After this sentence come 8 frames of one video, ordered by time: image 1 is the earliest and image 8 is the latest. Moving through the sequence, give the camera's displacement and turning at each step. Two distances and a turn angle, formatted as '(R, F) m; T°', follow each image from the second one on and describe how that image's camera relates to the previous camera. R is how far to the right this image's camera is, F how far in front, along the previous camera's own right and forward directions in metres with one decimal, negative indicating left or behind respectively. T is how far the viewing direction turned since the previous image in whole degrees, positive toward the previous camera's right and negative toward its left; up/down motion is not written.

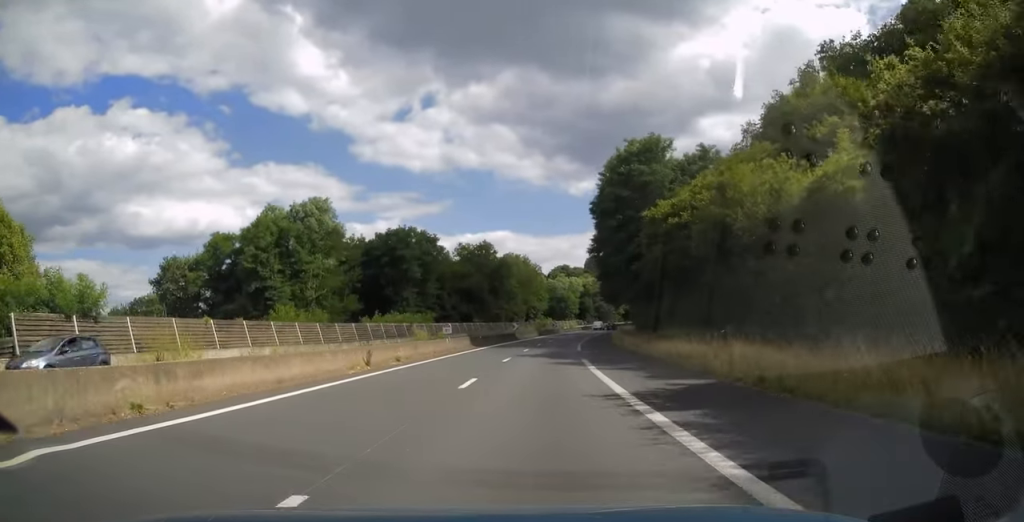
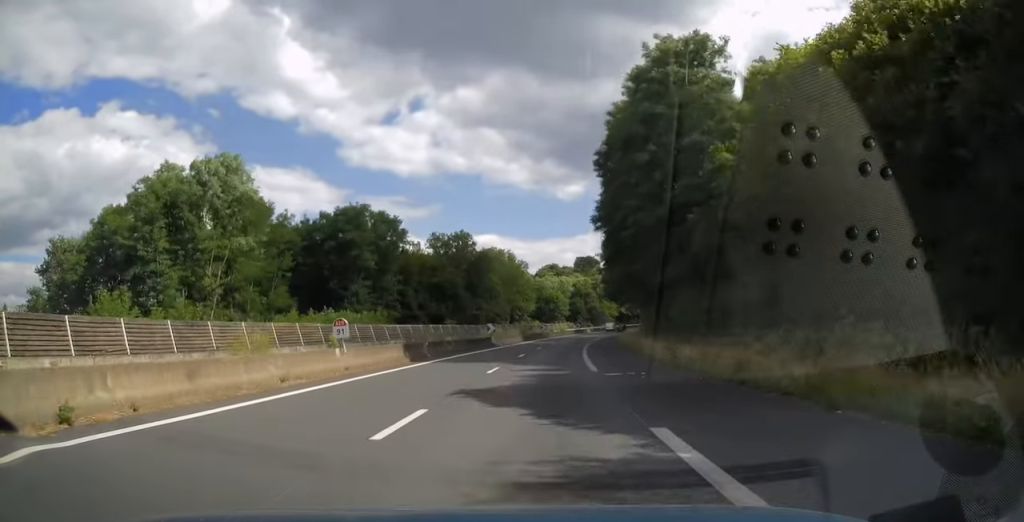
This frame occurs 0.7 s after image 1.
(+0.1, +20.0) m; +1°
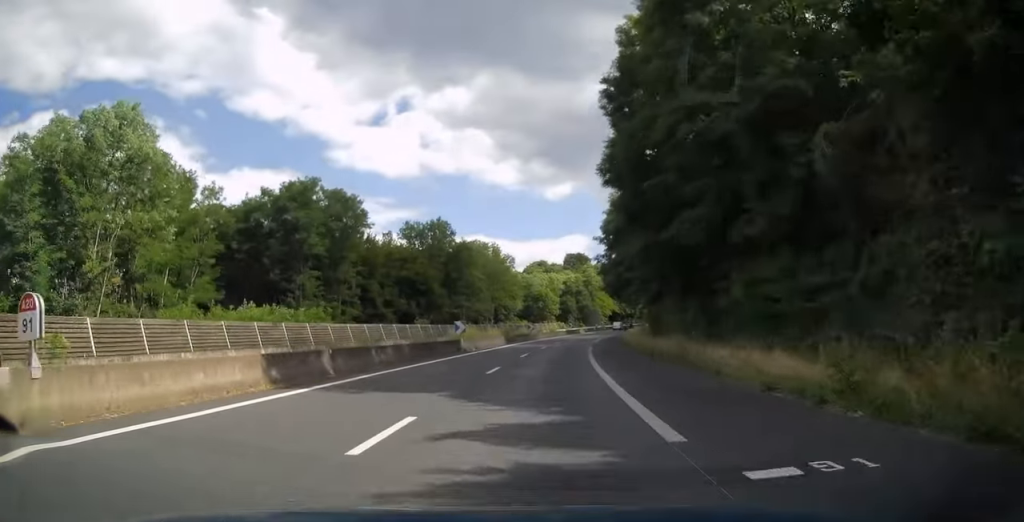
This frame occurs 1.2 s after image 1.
(+0.2, +14.1) m; +1°
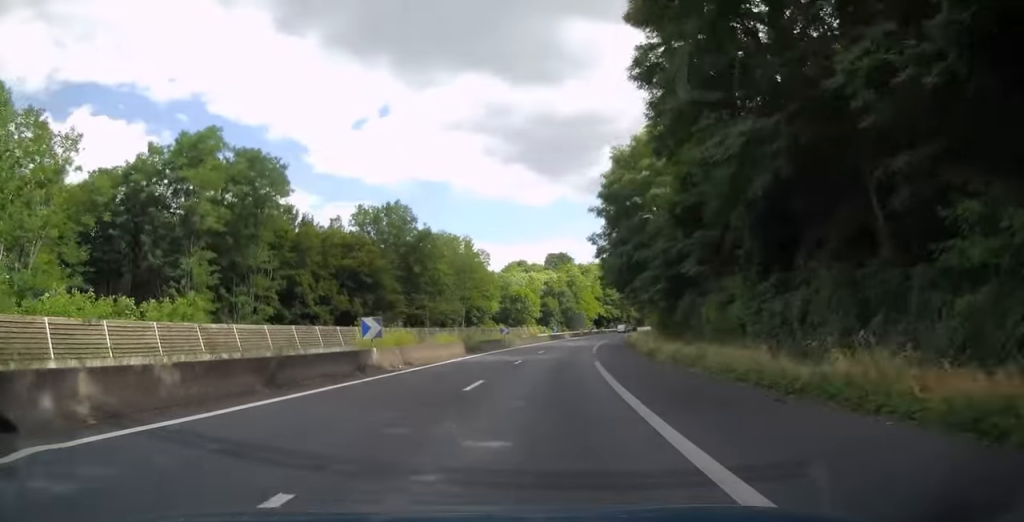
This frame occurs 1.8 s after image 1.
(+0.1, +18.0) m; +2°
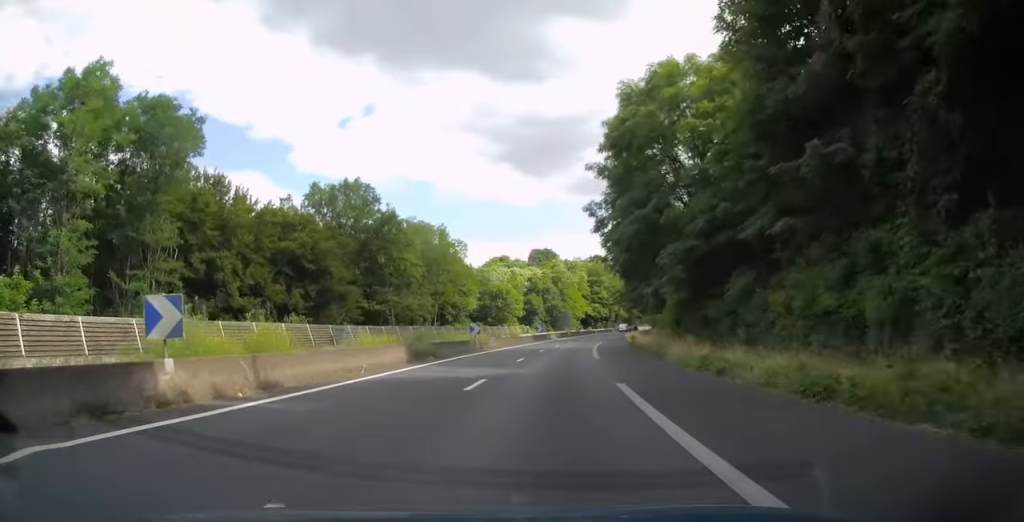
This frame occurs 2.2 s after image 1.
(+0.3, +13.2) m; +2°
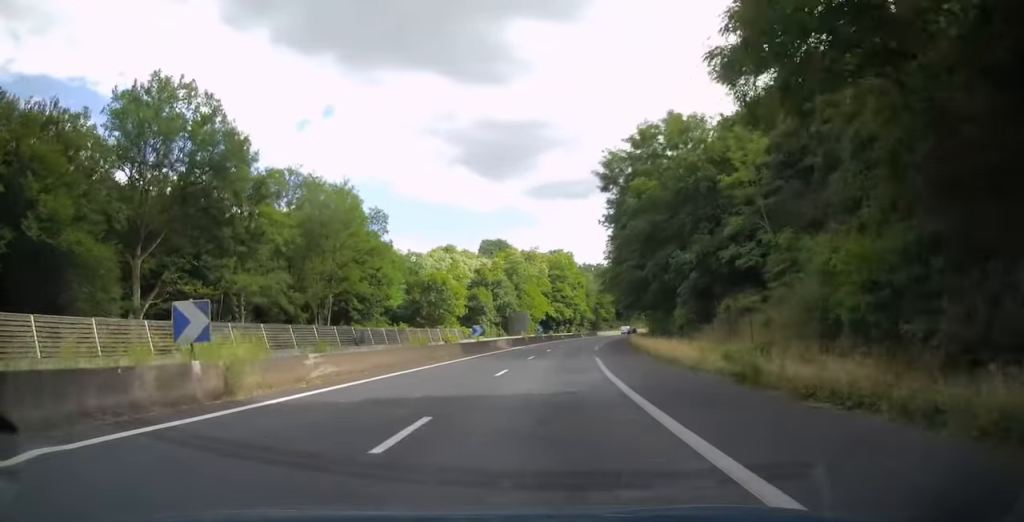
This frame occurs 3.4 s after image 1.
(+1.1, +33.6) m; +4°
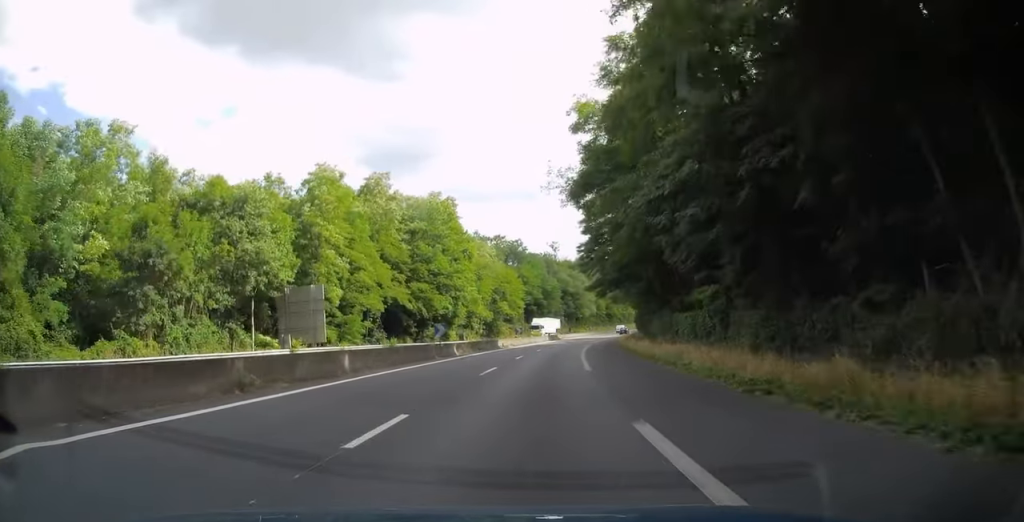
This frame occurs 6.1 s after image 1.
(+6.3, +77.7) m; +9°
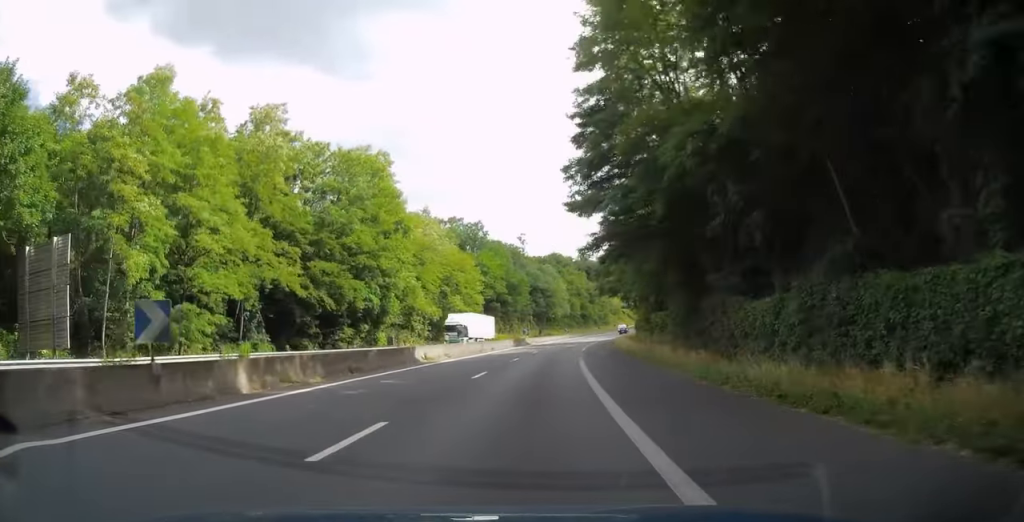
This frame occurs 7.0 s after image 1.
(+0.7, +26.8) m; +3°
